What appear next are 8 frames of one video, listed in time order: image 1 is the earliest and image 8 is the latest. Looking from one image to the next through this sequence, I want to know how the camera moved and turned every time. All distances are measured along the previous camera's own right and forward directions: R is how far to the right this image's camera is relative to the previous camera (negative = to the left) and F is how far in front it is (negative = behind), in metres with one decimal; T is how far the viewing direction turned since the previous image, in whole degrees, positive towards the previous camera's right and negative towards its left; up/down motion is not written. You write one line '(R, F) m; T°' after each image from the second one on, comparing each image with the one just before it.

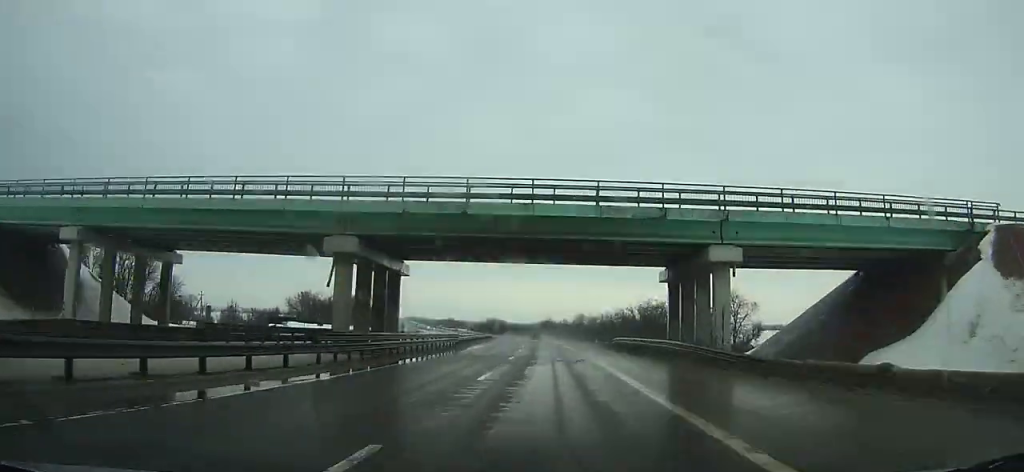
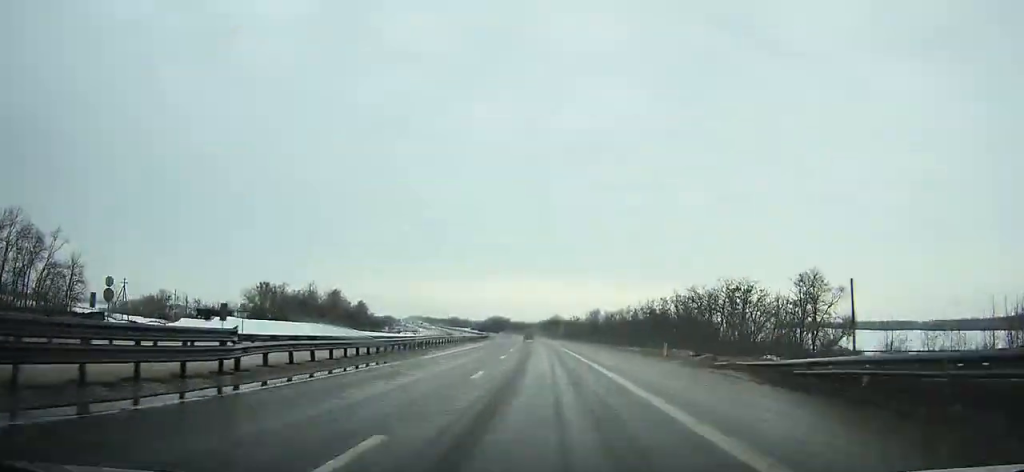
(-0.7, +37.0) m; -1°
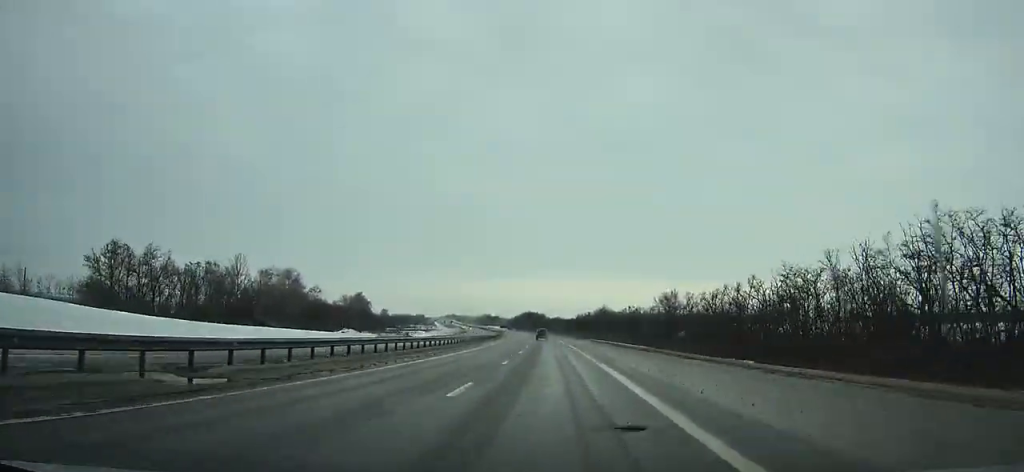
(-1.6, +76.9) m; -3°
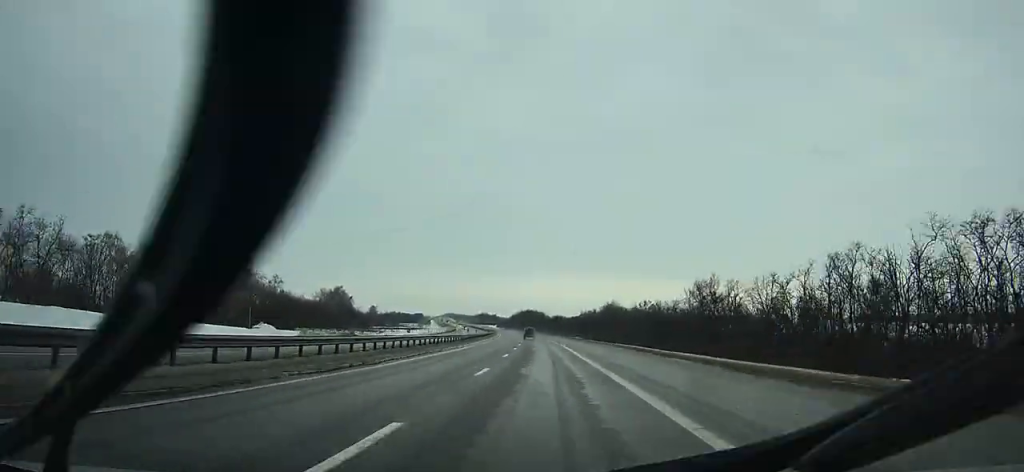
(-0.2, +30.5) m; -1°
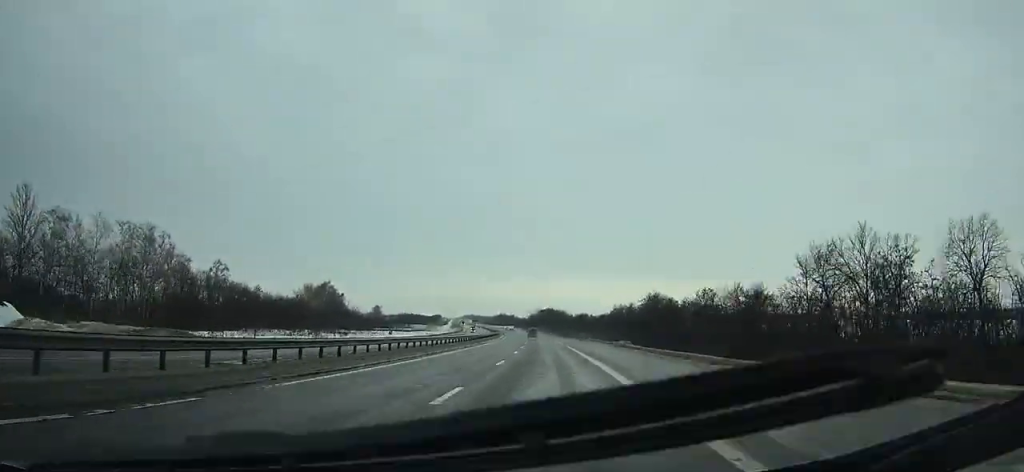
(-0.7, +42.4) m; -2°
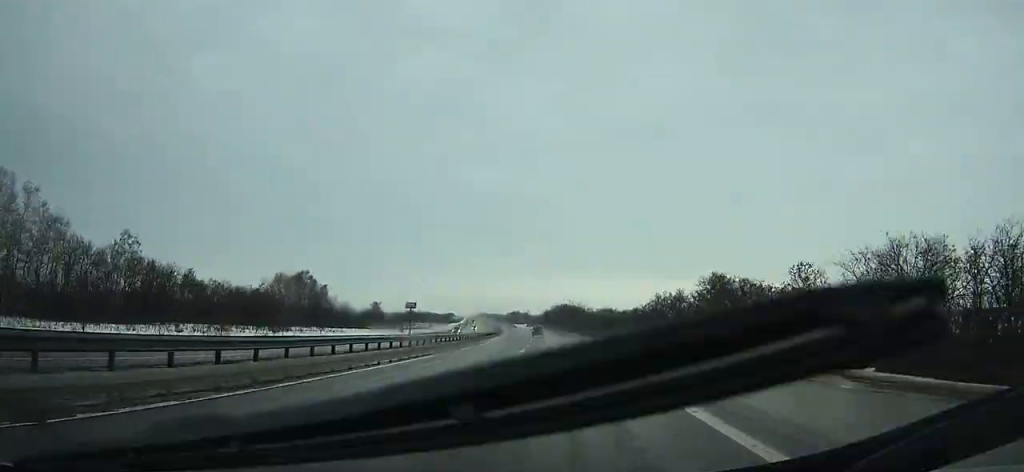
(-0.5, +37.6) m; -1°
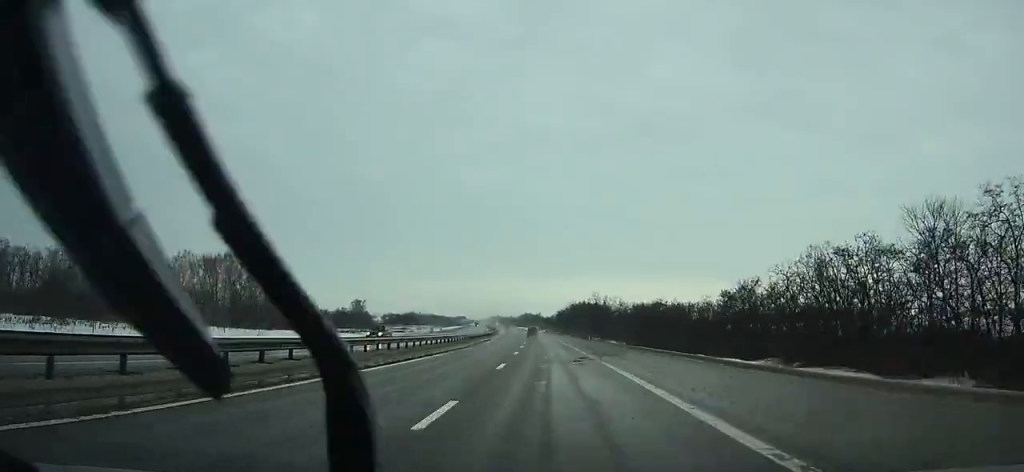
(-0.9, +61.0) m; -2°
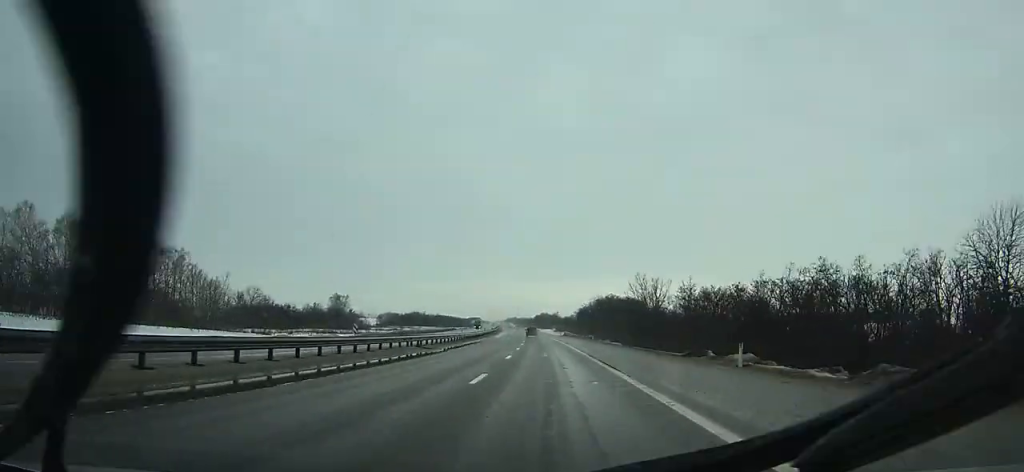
(-0.7, +53.9) m; -2°
